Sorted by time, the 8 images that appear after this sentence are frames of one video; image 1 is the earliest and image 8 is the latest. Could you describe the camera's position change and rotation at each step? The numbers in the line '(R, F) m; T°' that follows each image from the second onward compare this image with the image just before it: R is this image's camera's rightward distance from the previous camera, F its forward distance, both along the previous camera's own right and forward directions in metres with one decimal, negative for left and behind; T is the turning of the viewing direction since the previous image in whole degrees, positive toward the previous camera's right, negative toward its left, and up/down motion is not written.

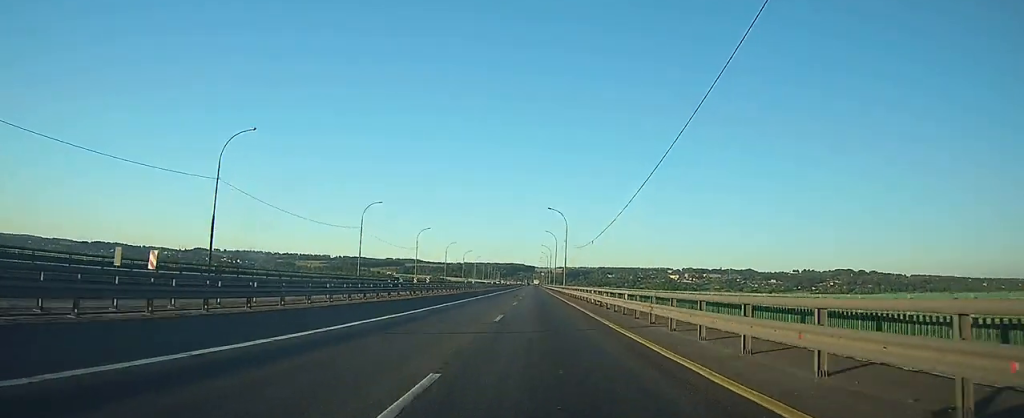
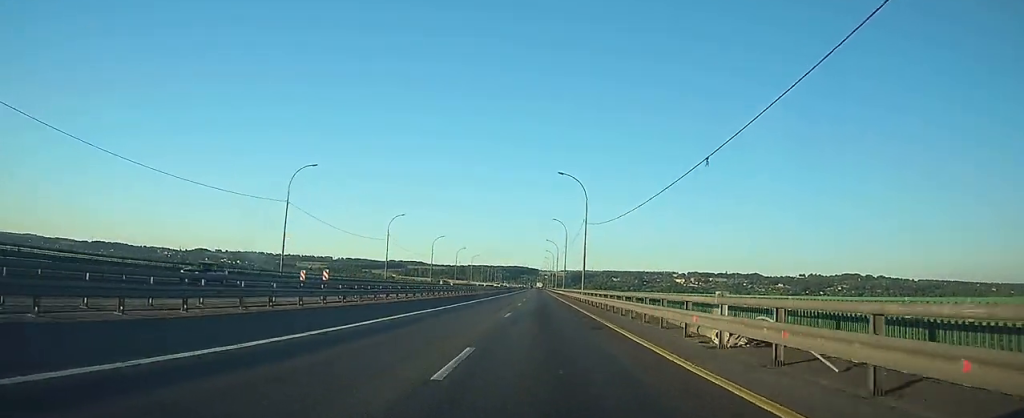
(+0.1, +28.8) m; 0°
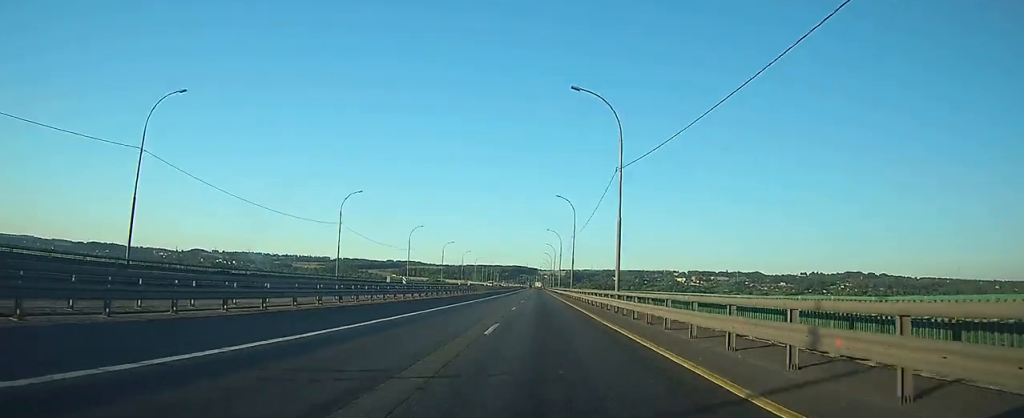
(0.0, +24.9) m; 0°
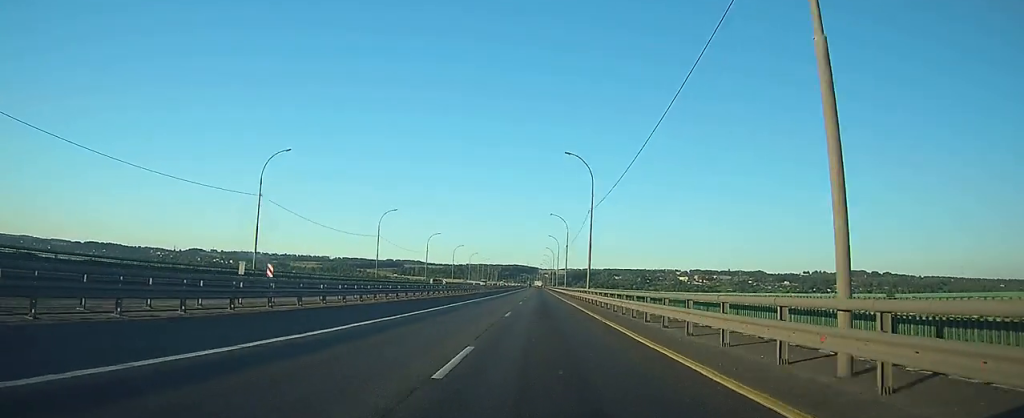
(0.0, +23.8) m; 0°
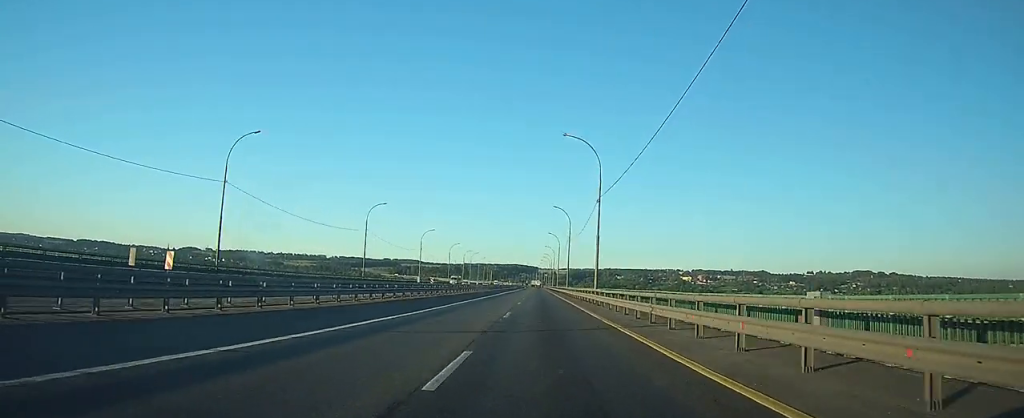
(-0.1, +49.2) m; 0°
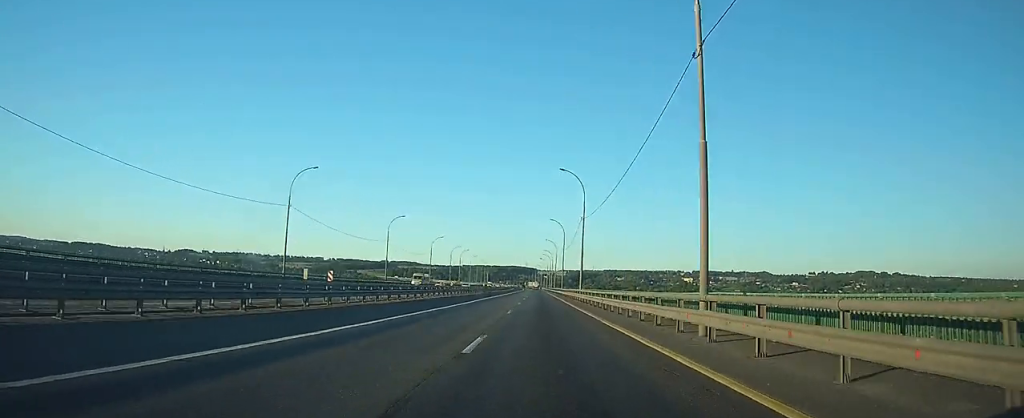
(-0.1, +28.2) m; 0°
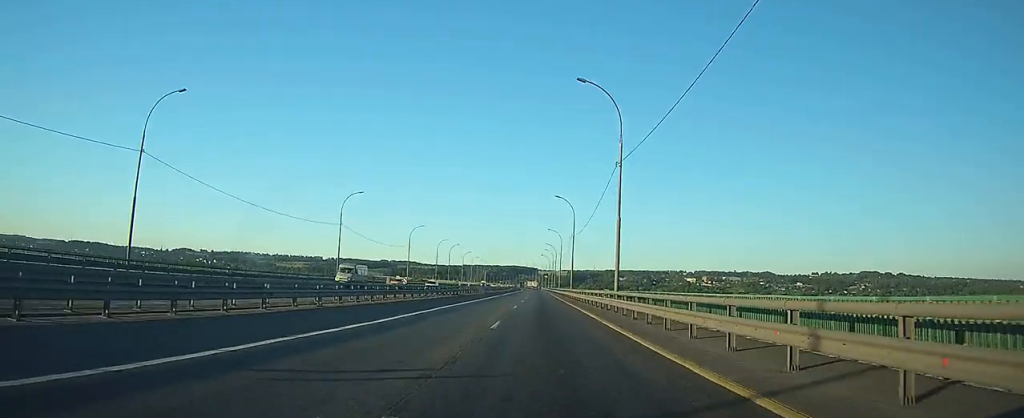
(0.0, +25.4) m; 0°
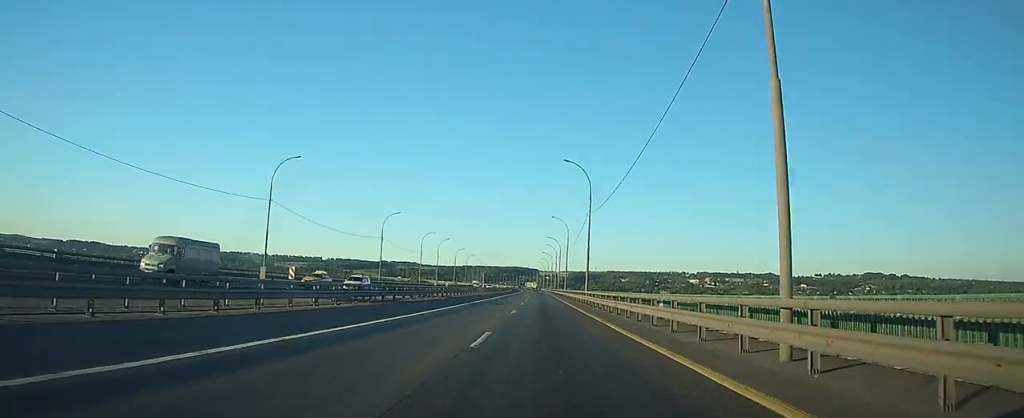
(+0.1, +21.6) m; 0°
